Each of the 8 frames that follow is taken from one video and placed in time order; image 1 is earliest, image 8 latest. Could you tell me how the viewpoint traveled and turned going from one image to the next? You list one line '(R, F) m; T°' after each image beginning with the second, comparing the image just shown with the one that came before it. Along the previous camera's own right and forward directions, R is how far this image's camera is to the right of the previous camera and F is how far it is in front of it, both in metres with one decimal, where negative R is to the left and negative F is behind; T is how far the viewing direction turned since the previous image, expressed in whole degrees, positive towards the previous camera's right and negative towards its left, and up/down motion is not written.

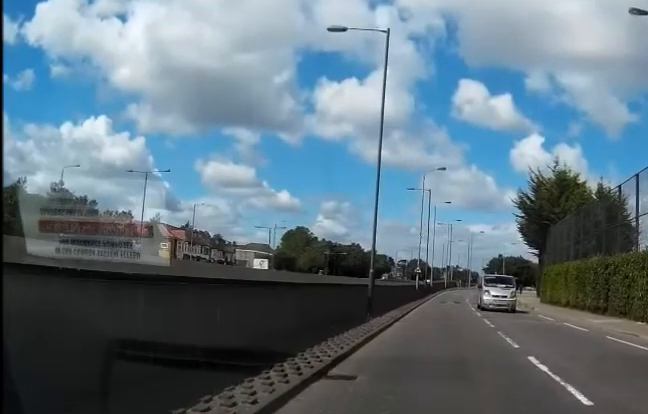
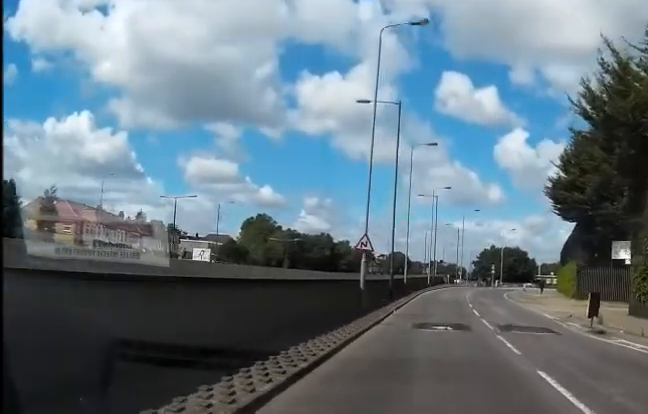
(+0.4, +26.7) m; +1°
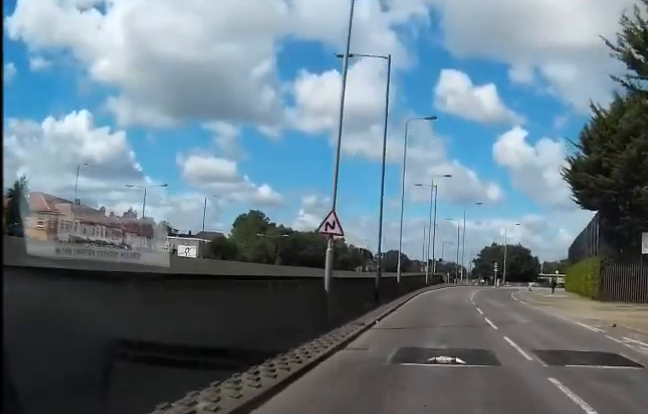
(0.0, +6.6) m; 0°
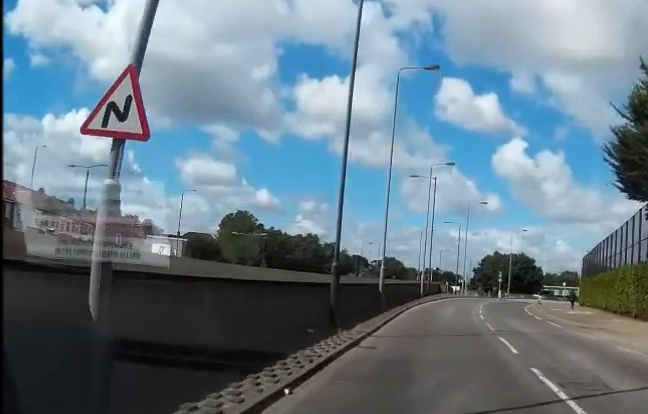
(0.0, +10.5) m; +2°
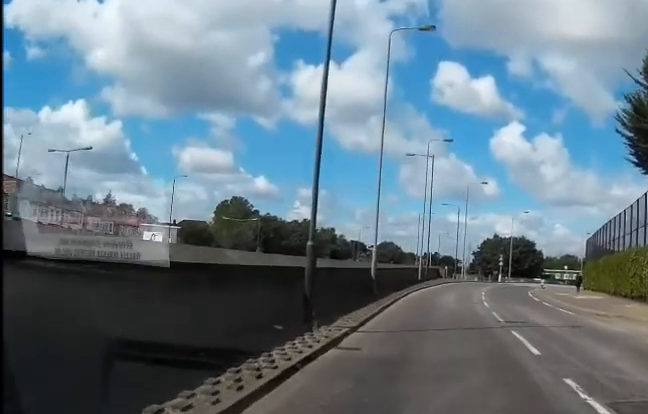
(+0.1, +3.0) m; -2°
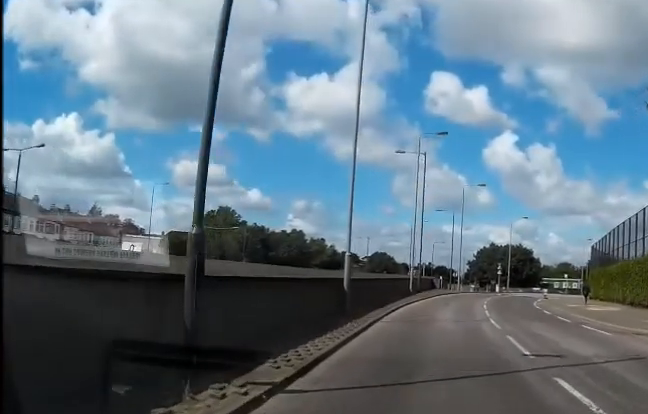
(-0.2, +6.5) m; -5°
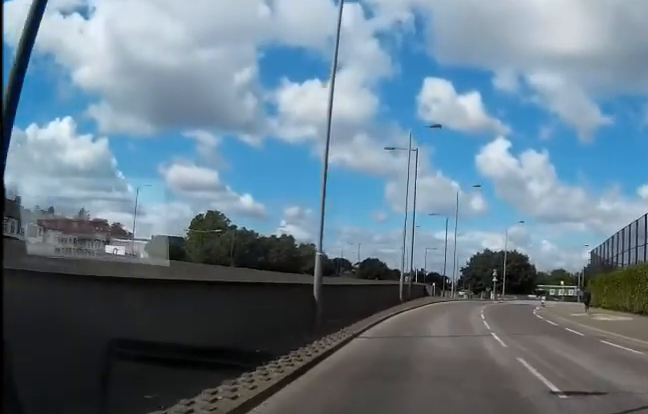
(-0.4, +3.8) m; -3°
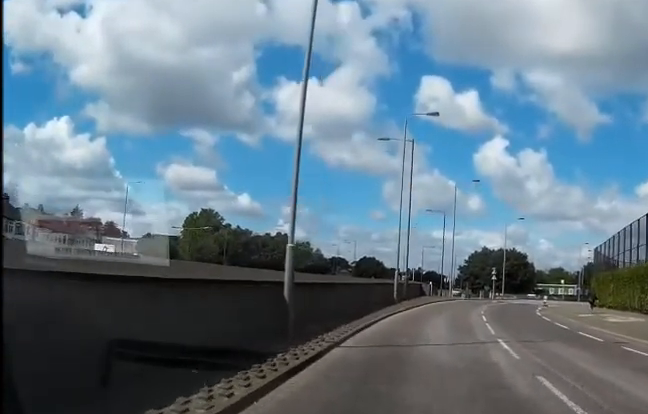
(+0.1, +2.9) m; +2°
